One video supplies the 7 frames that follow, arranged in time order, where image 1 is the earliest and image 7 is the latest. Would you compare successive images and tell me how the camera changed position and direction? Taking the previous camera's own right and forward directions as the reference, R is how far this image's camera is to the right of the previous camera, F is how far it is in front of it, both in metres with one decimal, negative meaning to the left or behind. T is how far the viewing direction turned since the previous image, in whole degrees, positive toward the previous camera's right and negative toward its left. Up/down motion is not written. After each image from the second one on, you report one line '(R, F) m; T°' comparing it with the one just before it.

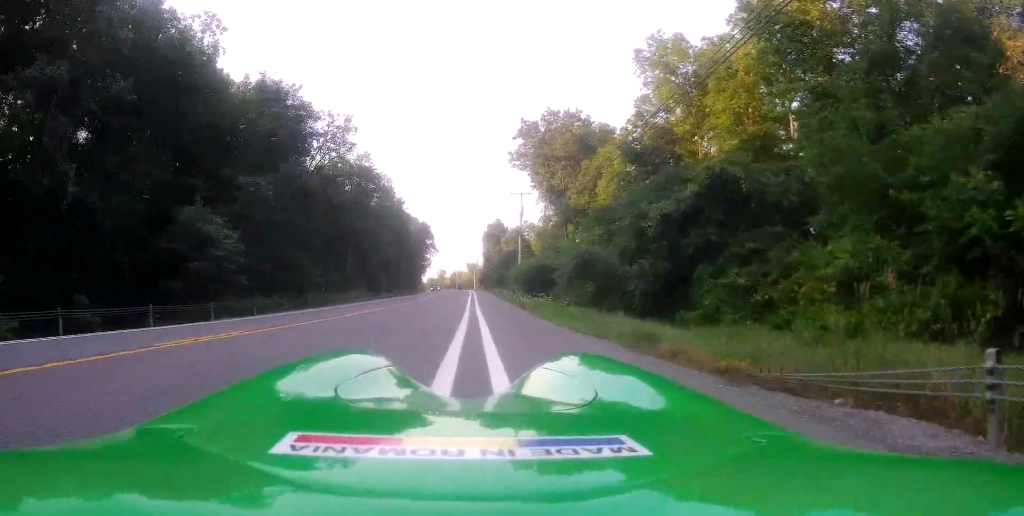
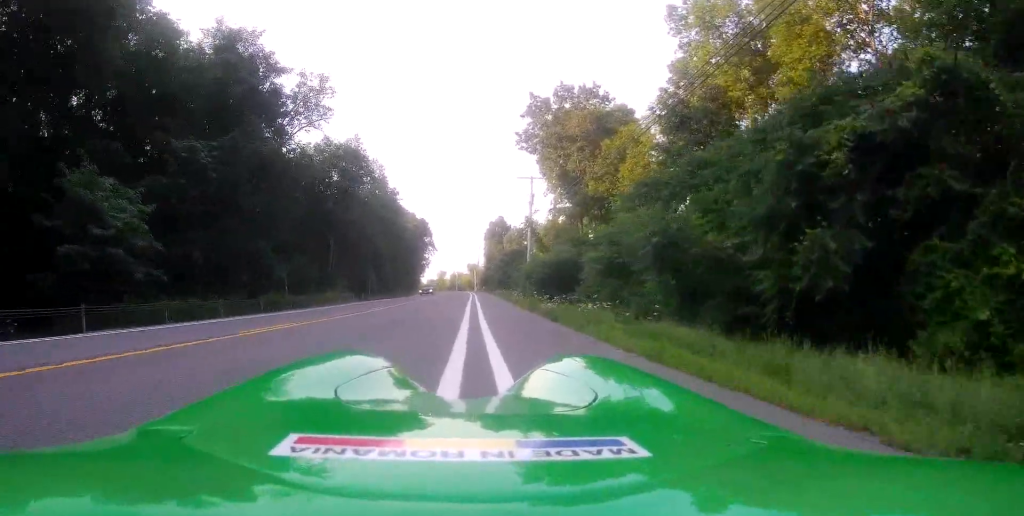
(-0.2, +8.6) m; 0°
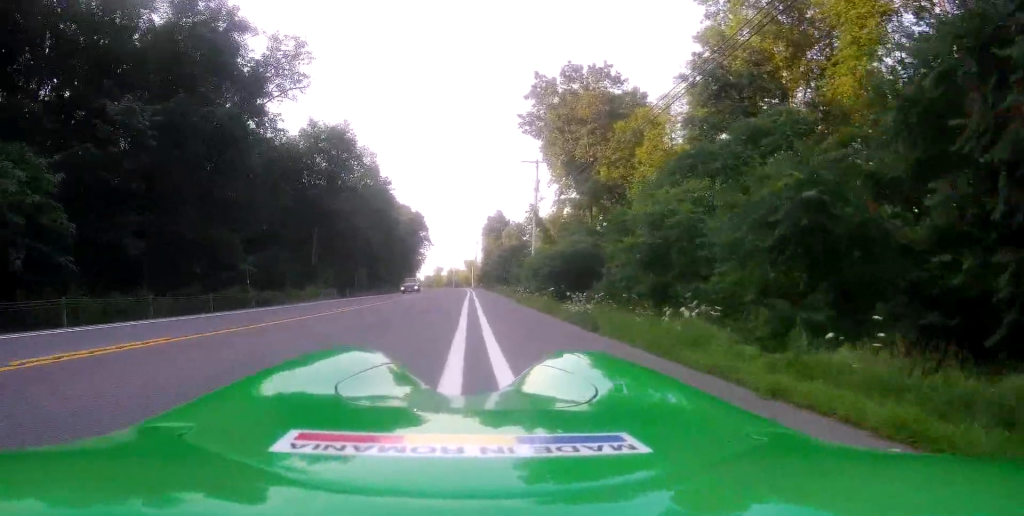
(+0.2, +5.7) m; +1°
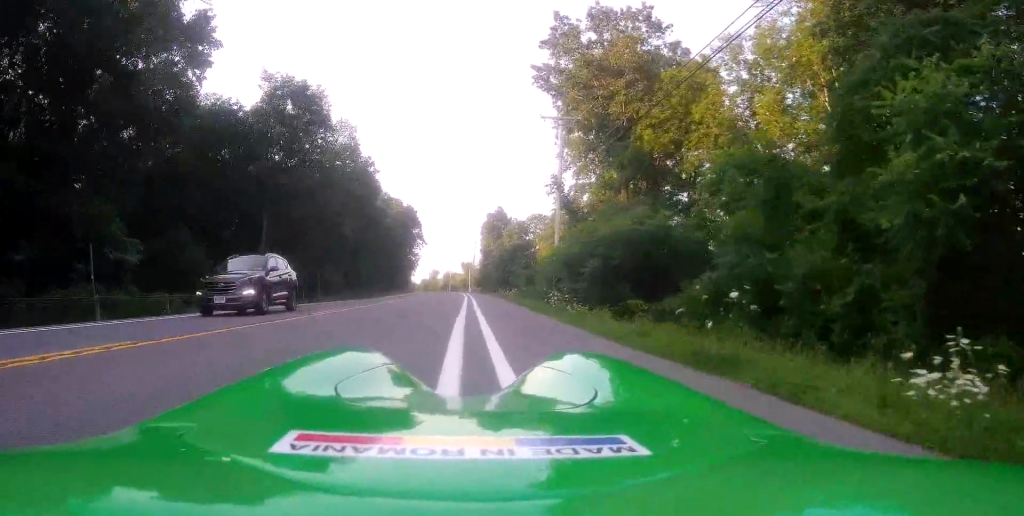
(0.0, +12.4) m; 0°
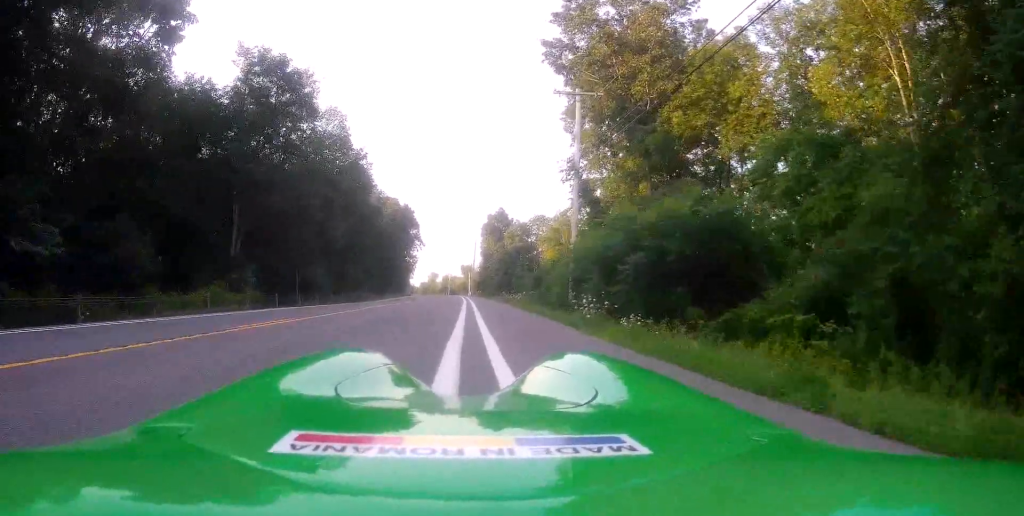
(0.0, +5.1) m; 0°
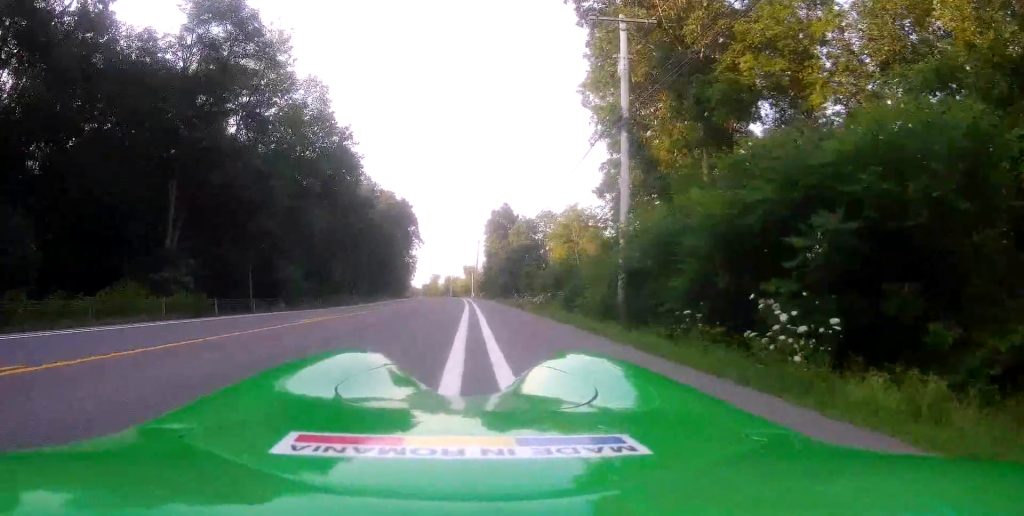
(0.0, +8.1) m; 0°
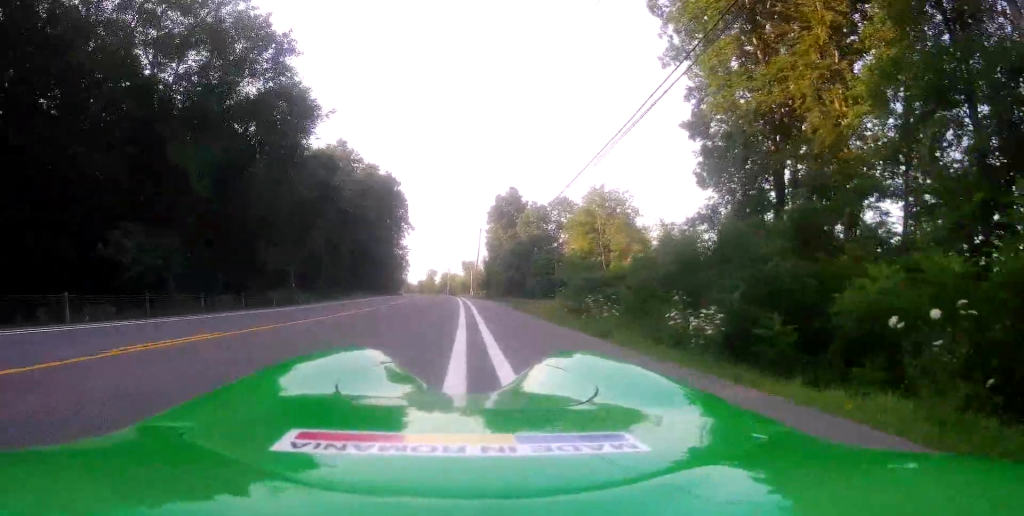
(0.0, +19.0) m; +1°
